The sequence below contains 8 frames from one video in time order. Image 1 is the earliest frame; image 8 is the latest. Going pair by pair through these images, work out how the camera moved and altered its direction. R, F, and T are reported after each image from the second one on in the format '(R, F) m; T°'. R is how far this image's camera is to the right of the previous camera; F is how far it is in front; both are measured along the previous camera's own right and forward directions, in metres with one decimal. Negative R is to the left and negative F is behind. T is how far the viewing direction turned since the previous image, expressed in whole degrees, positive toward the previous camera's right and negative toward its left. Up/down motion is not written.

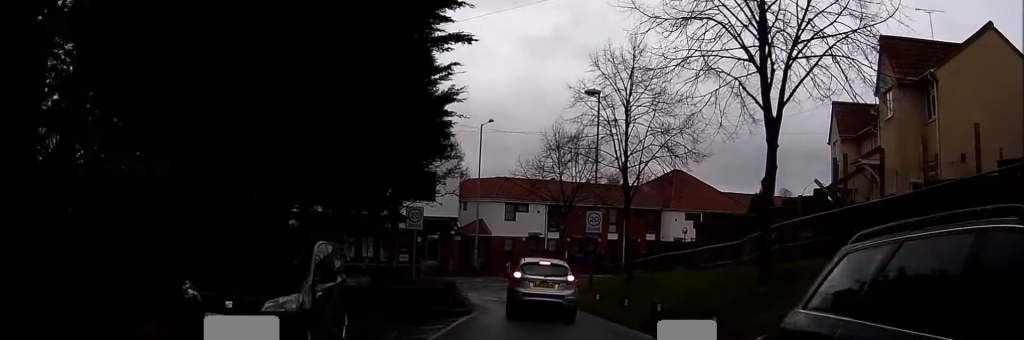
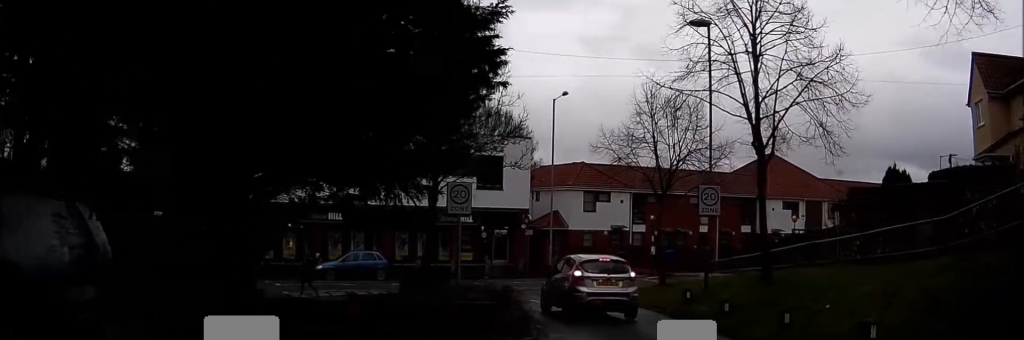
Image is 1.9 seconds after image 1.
(-0.4, +8.0) m; -4°
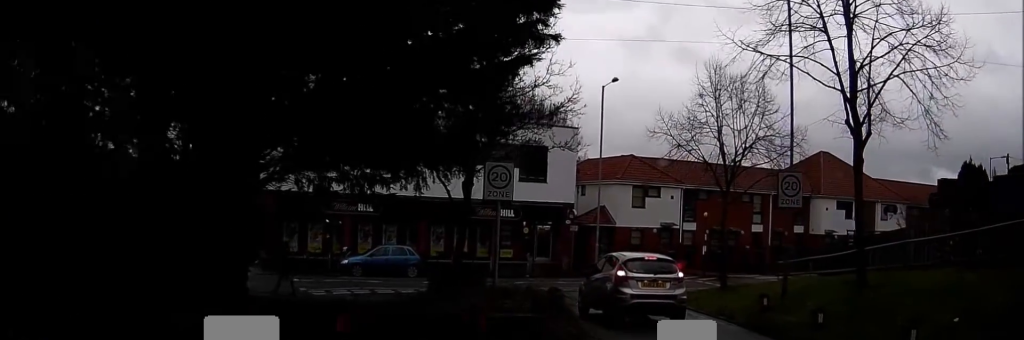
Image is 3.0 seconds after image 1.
(+0.1, +2.7) m; 0°
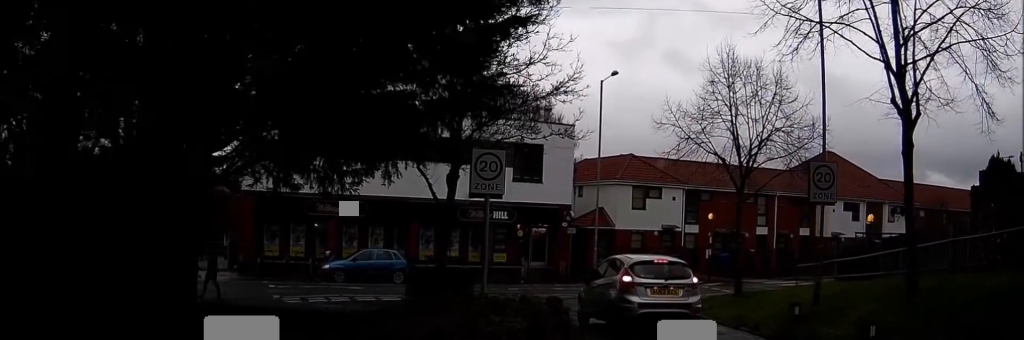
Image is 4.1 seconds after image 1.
(-0.1, +1.8) m; 0°
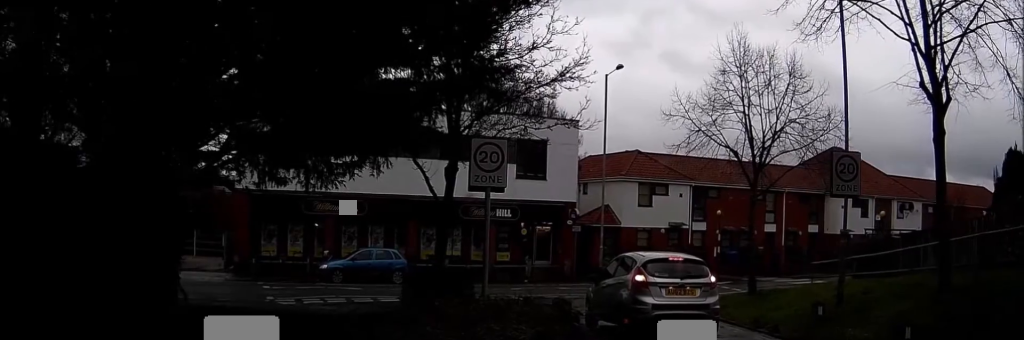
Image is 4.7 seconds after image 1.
(0.0, +0.1) m; 0°
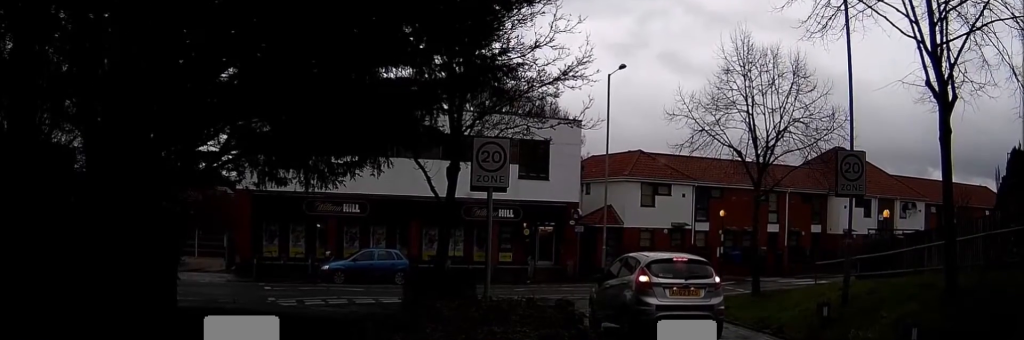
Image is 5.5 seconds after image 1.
(+0.1, -0.2) m; 0°
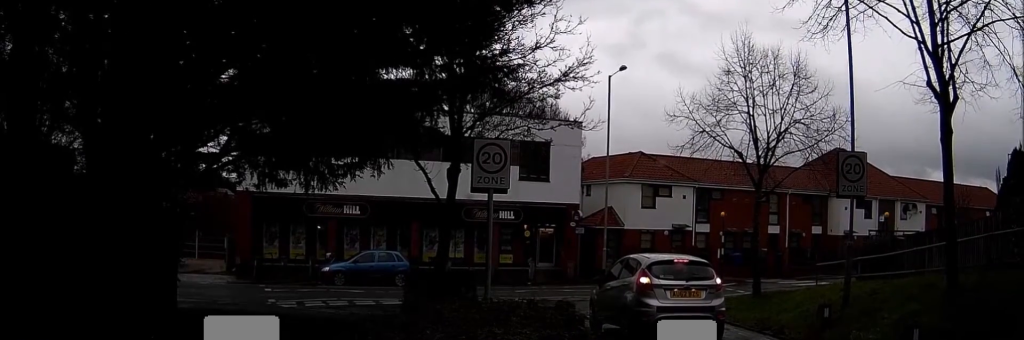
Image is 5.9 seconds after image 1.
(0.0, 0.0) m; 0°
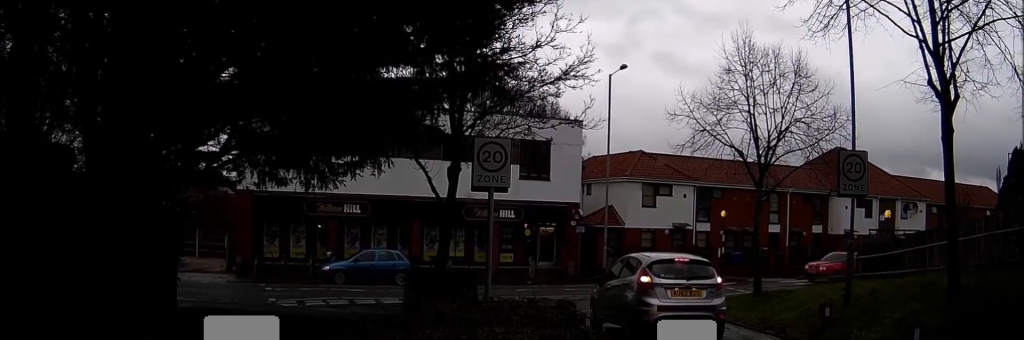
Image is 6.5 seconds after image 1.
(0.0, 0.0) m; 0°
